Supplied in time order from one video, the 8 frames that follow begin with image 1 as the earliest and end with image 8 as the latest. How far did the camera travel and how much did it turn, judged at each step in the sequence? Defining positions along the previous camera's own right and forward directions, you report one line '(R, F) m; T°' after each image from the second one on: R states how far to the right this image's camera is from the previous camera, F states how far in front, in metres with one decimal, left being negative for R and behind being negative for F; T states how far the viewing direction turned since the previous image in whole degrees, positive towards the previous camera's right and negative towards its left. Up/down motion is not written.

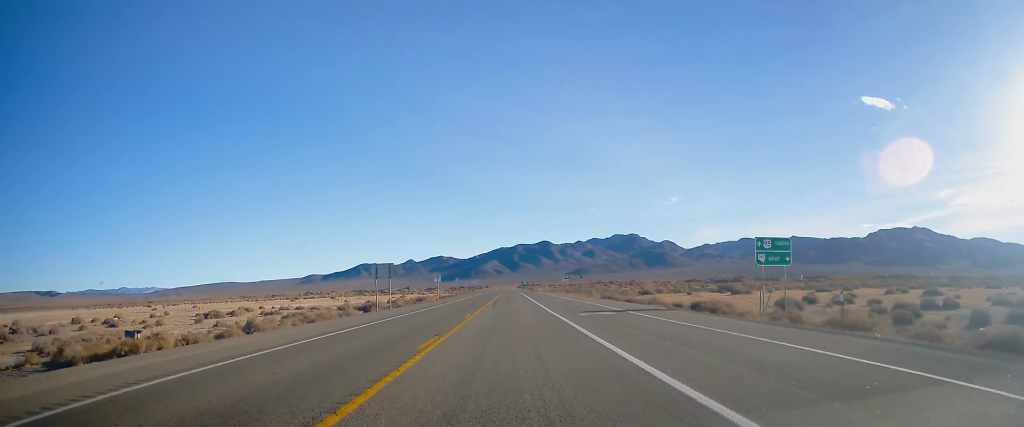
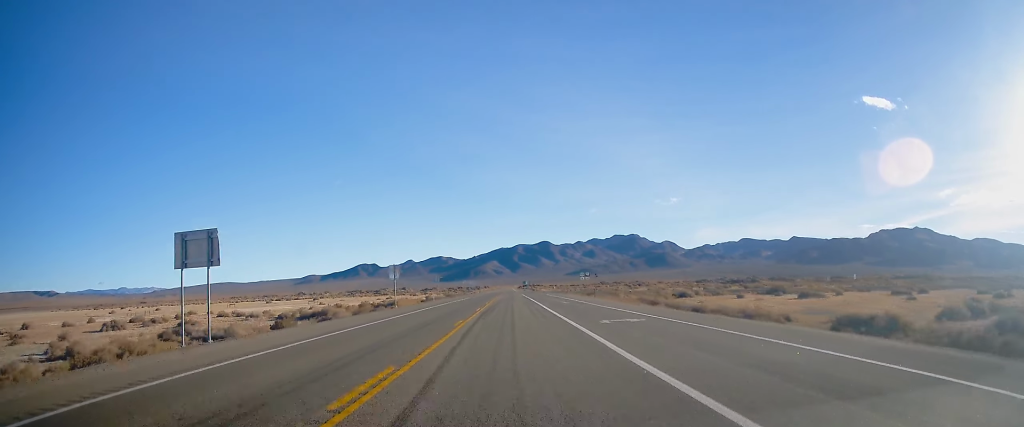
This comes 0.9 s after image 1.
(+0.1, +30.0) m; 0°
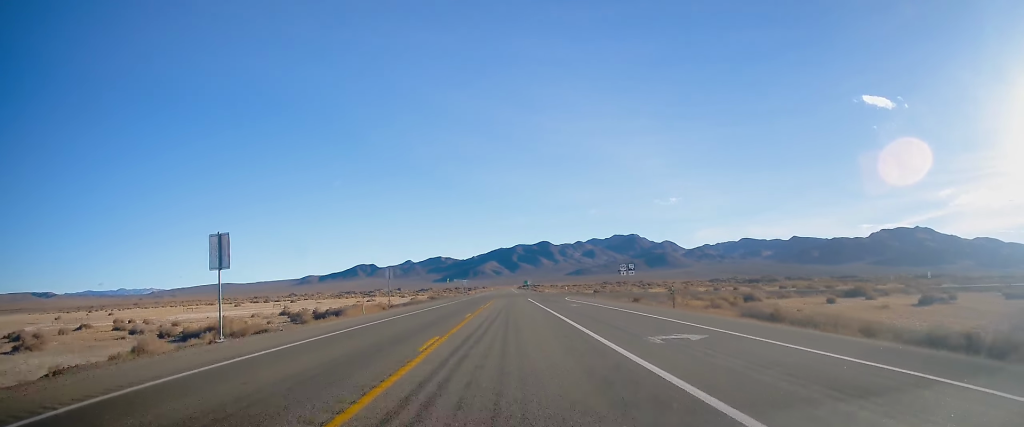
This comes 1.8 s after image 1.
(-0.3, +30.9) m; 0°
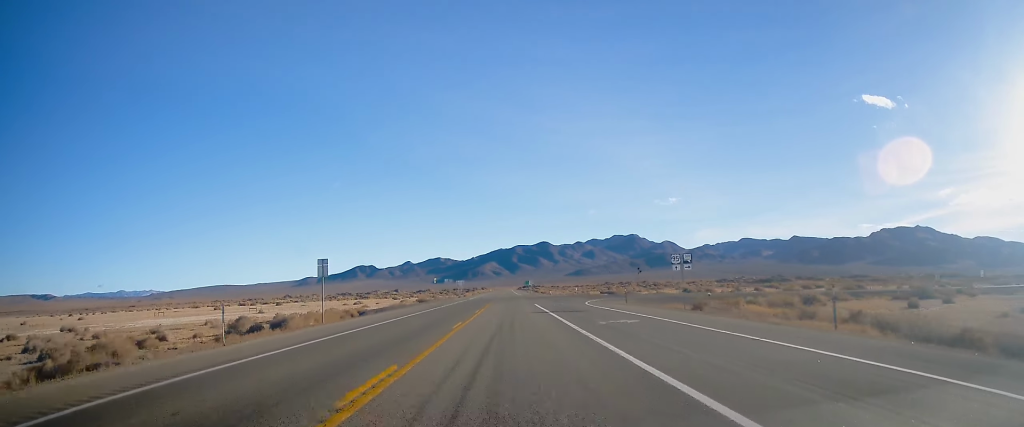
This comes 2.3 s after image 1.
(+0.3, +17.2) m; +1°
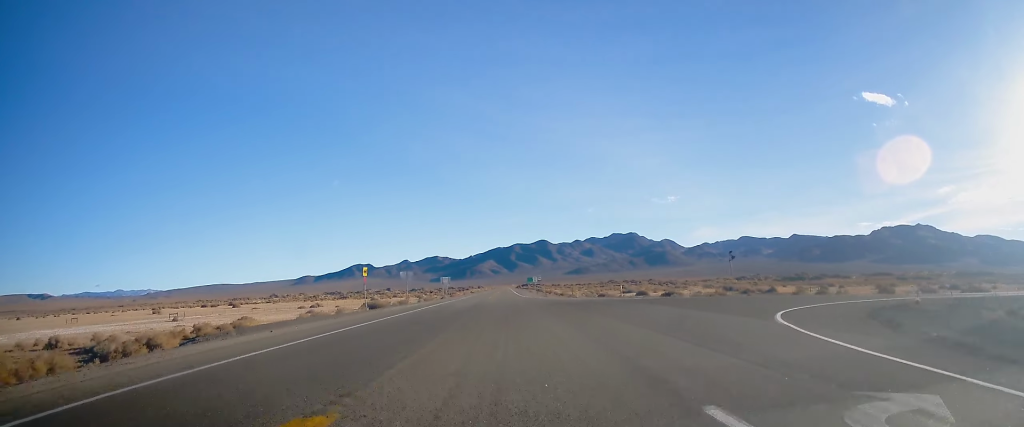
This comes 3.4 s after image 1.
(+0.2, +40.4) m; 0°
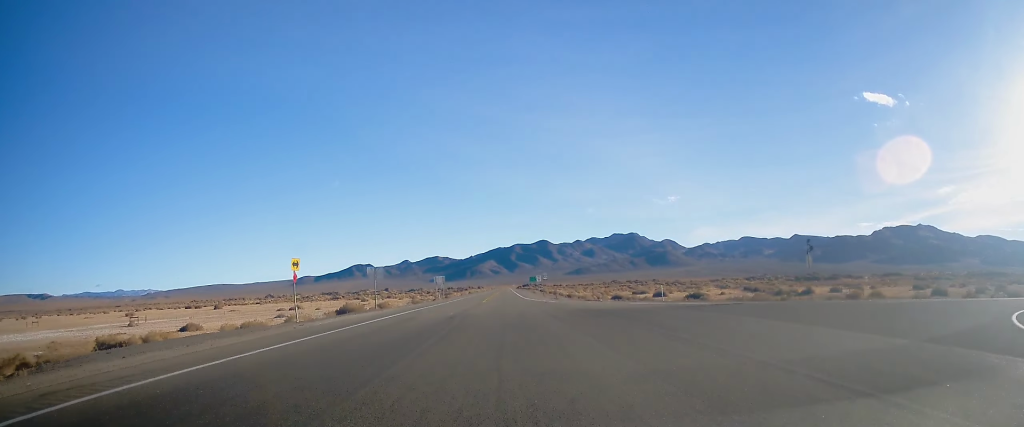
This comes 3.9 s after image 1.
(0.0, +15.1) m; 0°
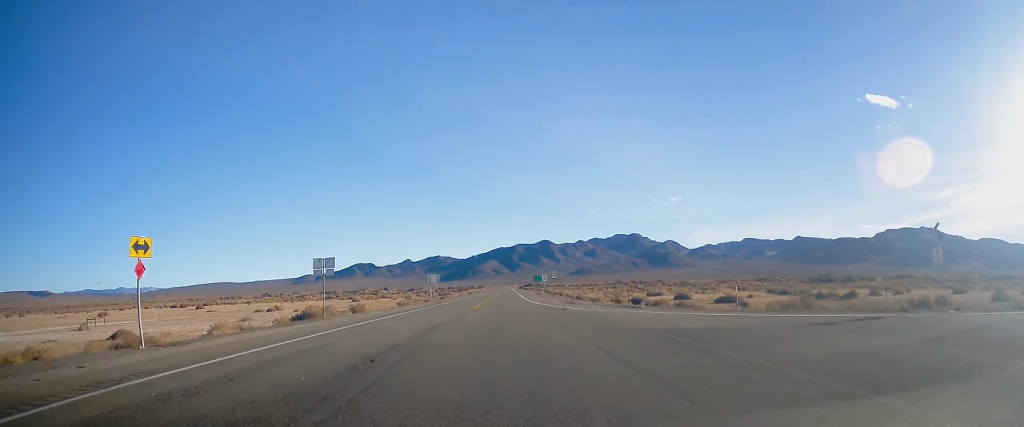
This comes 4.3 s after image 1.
(+0.1, +13.9) m; 0°
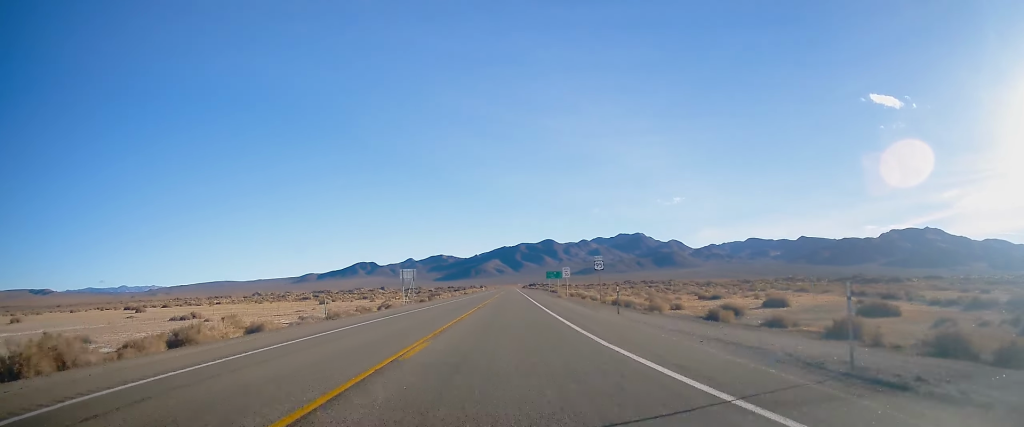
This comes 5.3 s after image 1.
(-0.4, +36.0) m; -1°
